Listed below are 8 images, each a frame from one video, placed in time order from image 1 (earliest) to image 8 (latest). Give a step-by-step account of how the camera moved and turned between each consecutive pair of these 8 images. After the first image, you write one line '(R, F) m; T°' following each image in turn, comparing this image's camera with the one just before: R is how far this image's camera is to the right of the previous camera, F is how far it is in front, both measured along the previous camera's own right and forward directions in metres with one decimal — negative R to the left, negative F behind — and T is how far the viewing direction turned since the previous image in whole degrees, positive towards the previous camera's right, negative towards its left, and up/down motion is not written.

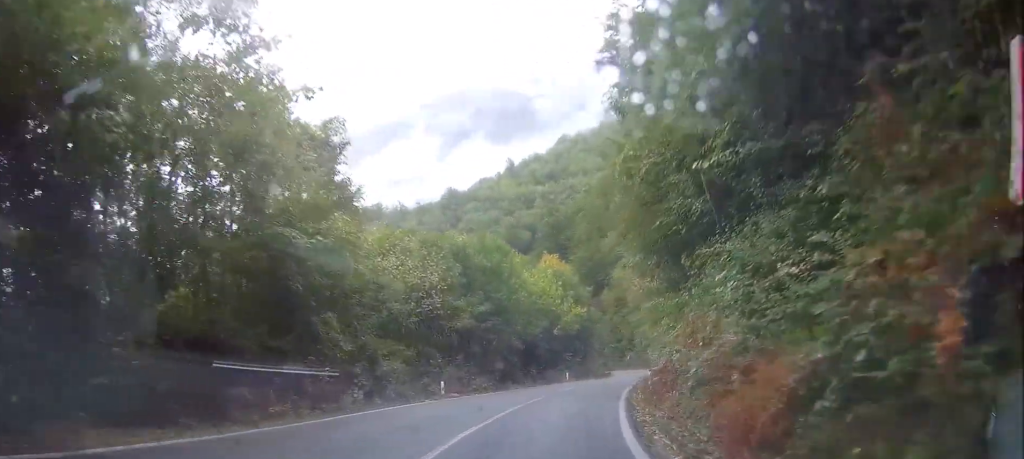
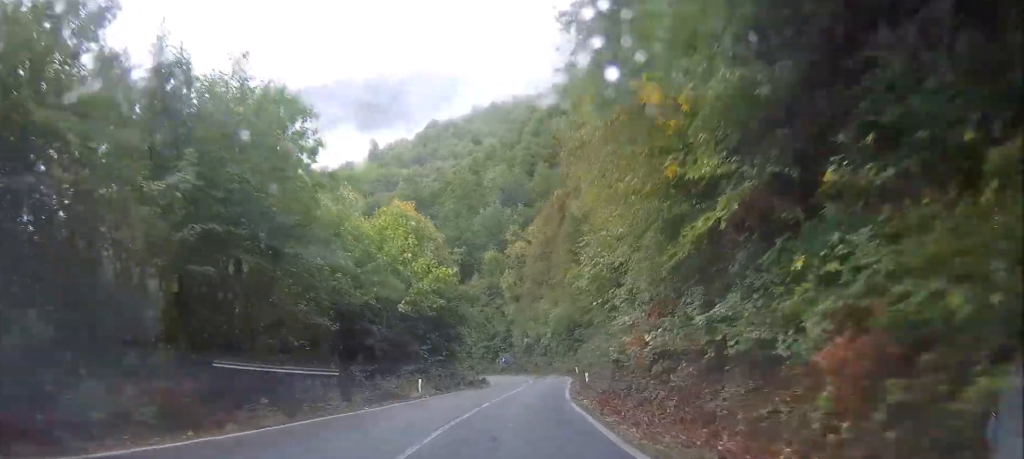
(+2.6, +25.2) m; +10°
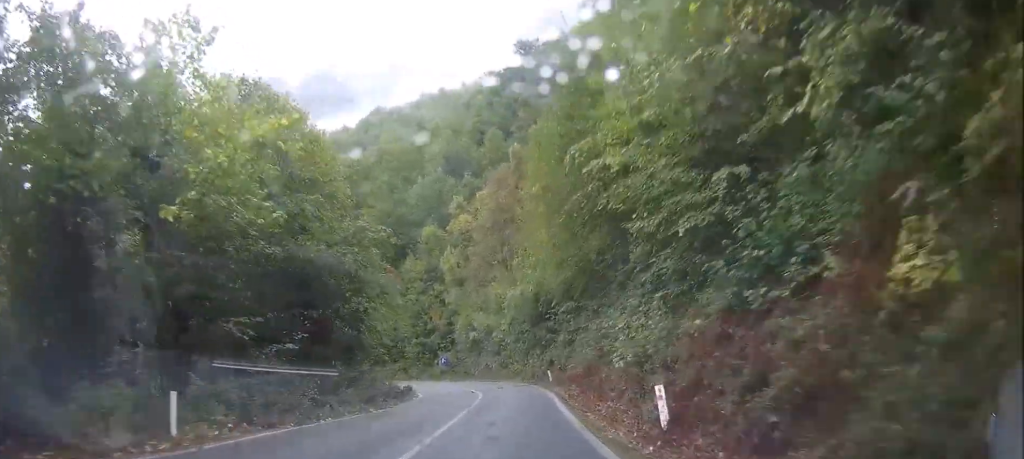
(+0.6, +20.5) m; +3°
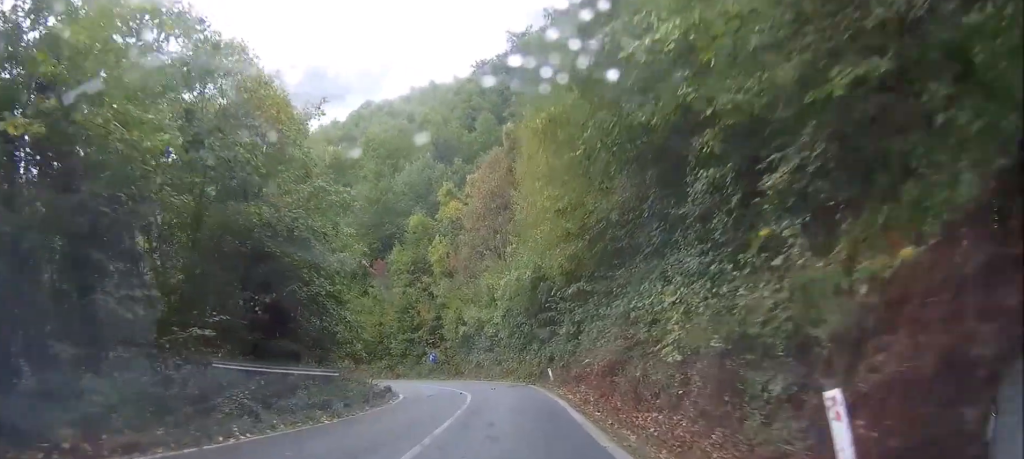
(+0.1, +5.5) m; +1°
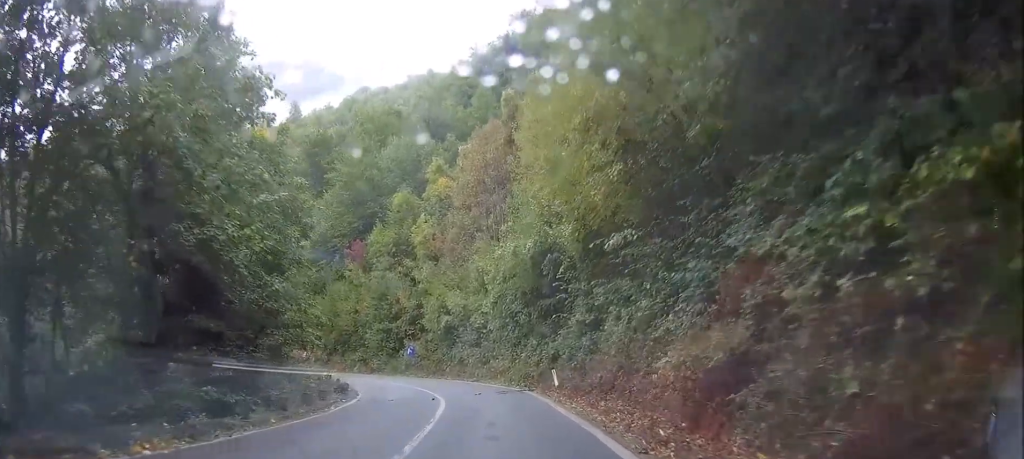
(0.0, +8.0) m; 0°
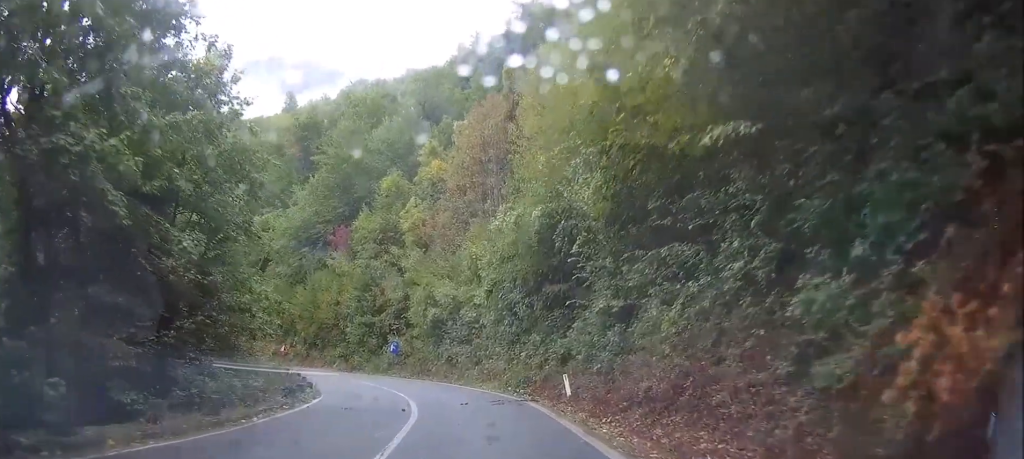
(0.0, +5.5) m; 0°
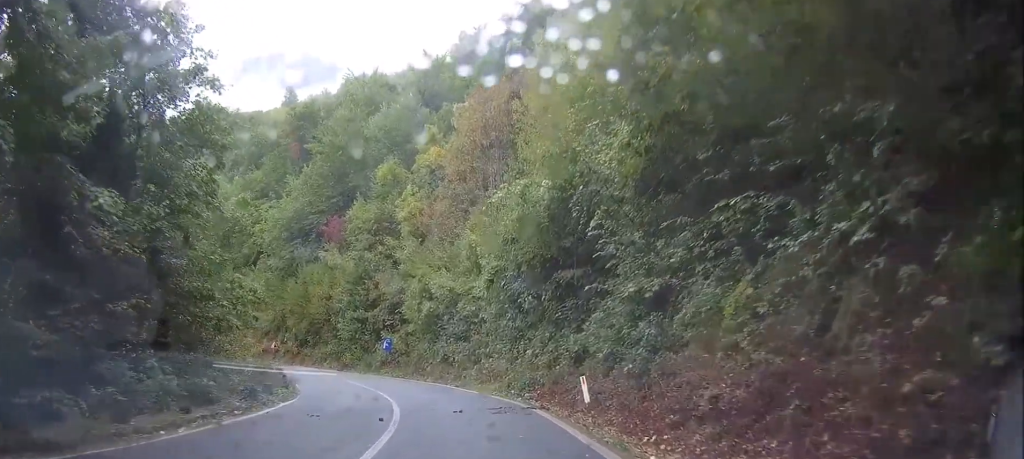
(0.0, +2.9) m; 0°
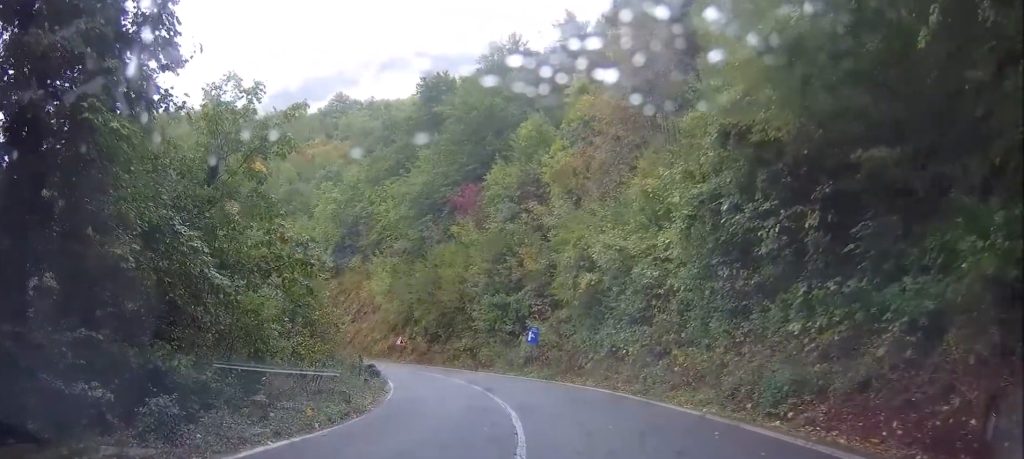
(-0.5, +7.9) m; -14°
